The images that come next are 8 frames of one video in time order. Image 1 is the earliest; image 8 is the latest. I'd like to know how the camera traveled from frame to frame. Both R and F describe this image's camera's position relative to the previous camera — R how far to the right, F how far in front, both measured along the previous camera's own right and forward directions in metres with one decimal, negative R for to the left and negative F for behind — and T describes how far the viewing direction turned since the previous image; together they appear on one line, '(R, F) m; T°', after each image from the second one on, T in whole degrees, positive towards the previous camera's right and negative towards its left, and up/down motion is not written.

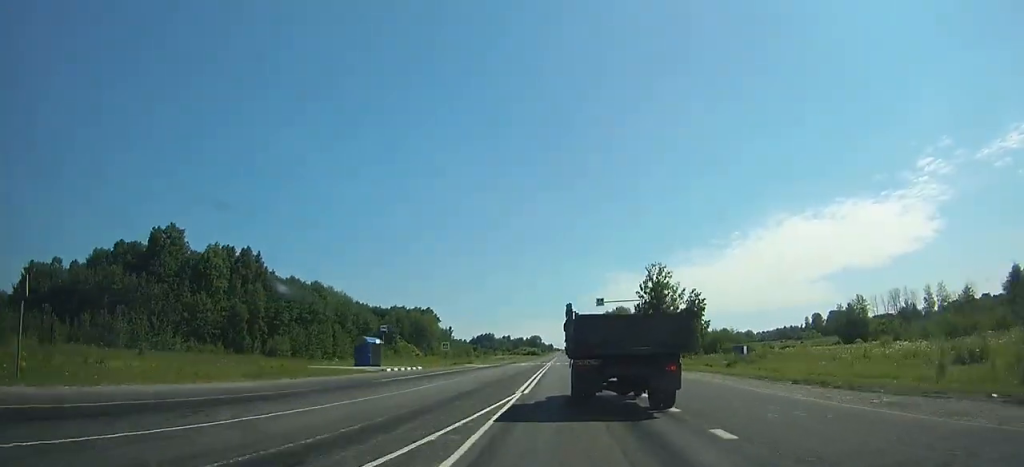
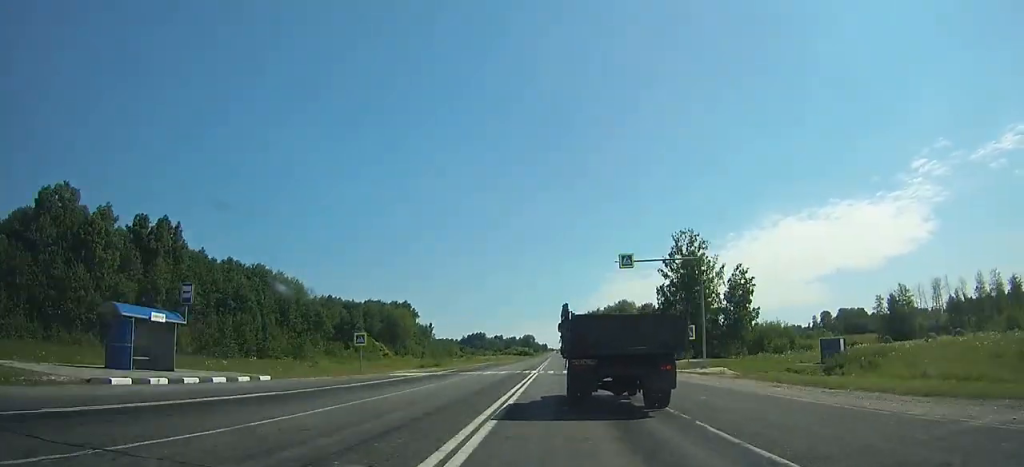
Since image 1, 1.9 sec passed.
(0.0, +30.5) m; 0°
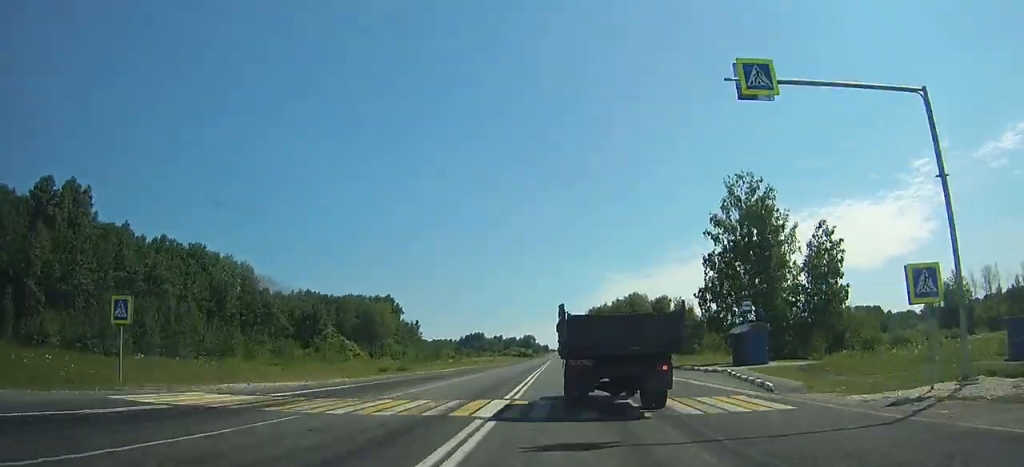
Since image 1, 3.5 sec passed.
(0.0, +25.7) m; 0°
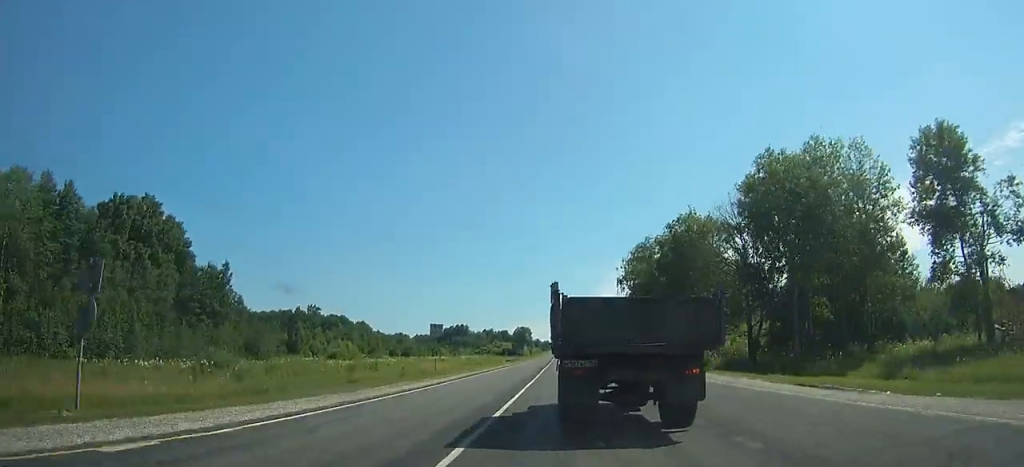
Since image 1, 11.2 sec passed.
(-0.3, +124.3) m; 0°
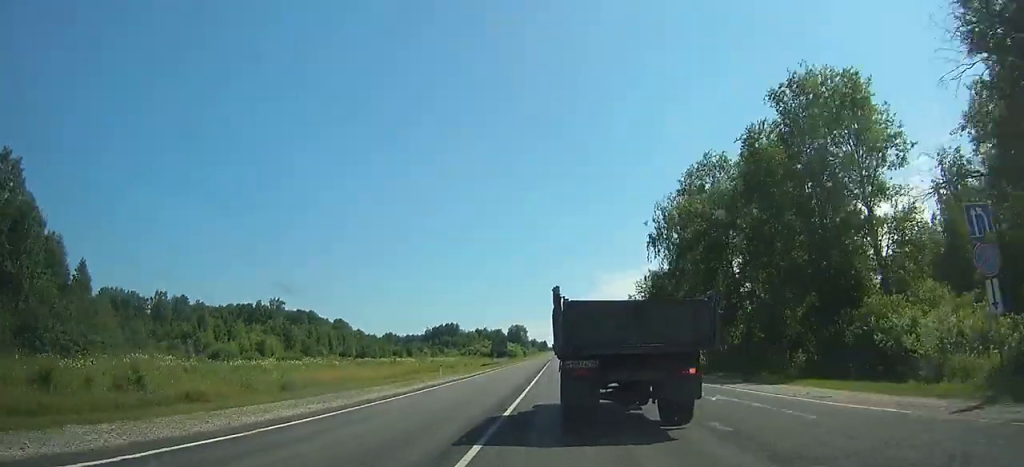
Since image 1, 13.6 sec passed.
(+0.1, +39.9) m; 0°
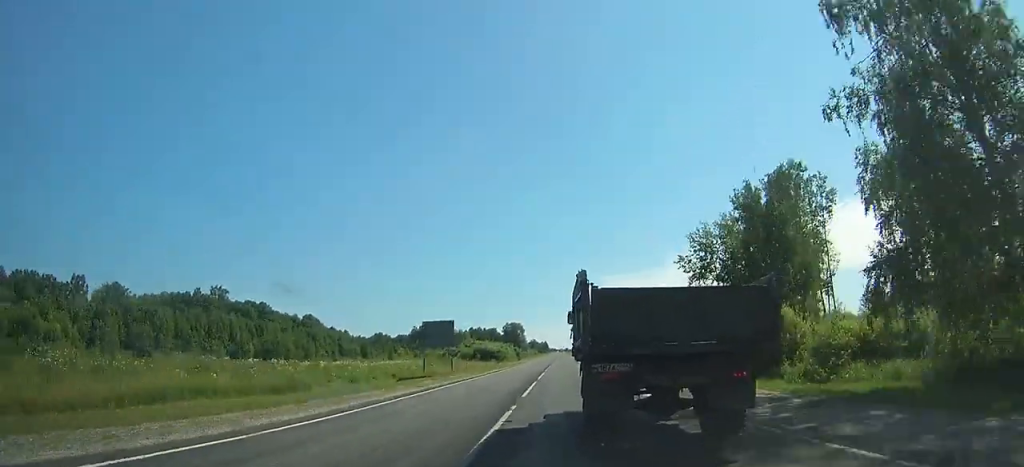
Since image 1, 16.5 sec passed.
(0.0, +50.9) m; -1°
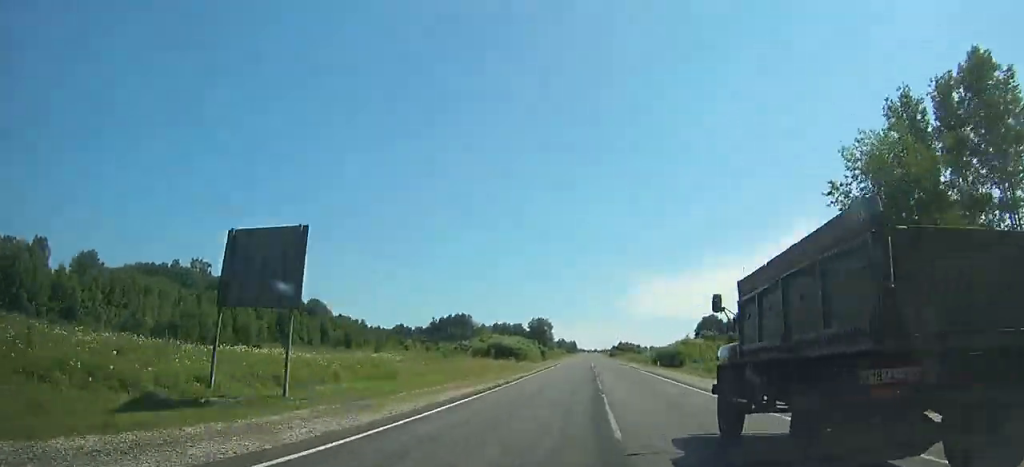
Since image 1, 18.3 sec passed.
(-0.5, +34.1) m; 0°
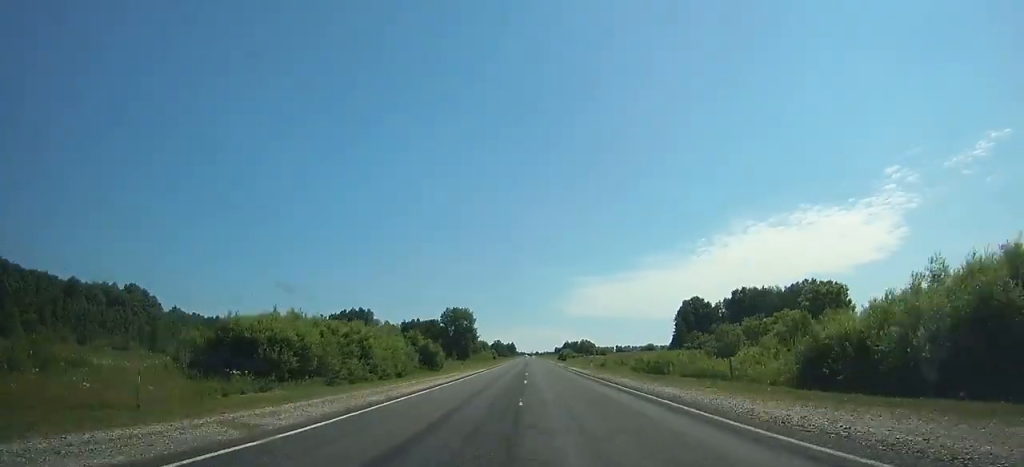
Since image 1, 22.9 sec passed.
(+1.6, +94.2) m; +2°
